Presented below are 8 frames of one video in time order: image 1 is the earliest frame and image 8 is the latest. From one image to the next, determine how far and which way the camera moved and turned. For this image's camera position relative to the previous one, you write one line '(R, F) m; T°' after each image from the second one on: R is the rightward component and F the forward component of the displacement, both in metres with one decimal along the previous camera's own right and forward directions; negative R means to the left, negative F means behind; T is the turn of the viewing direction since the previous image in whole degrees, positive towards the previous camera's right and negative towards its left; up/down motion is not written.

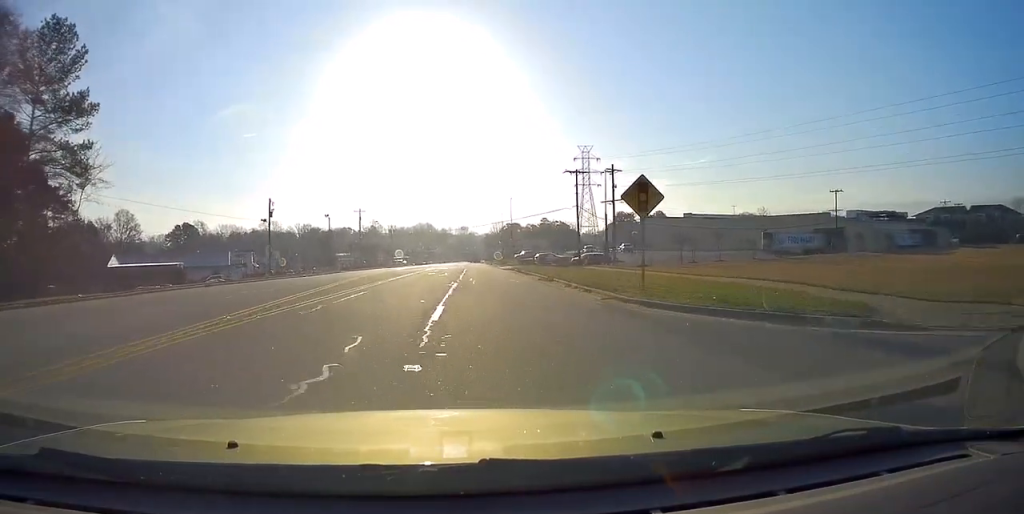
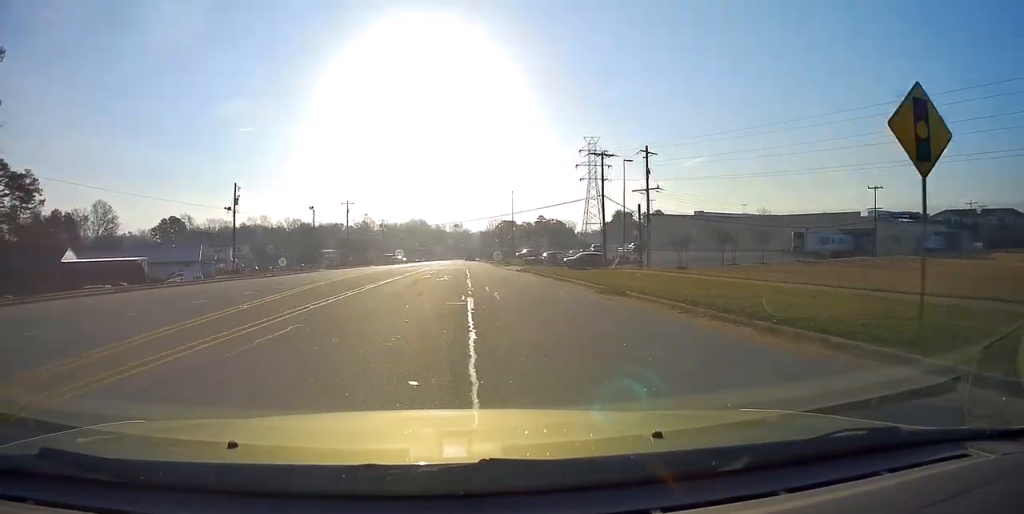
(+0.3, +10.1) m; +1°
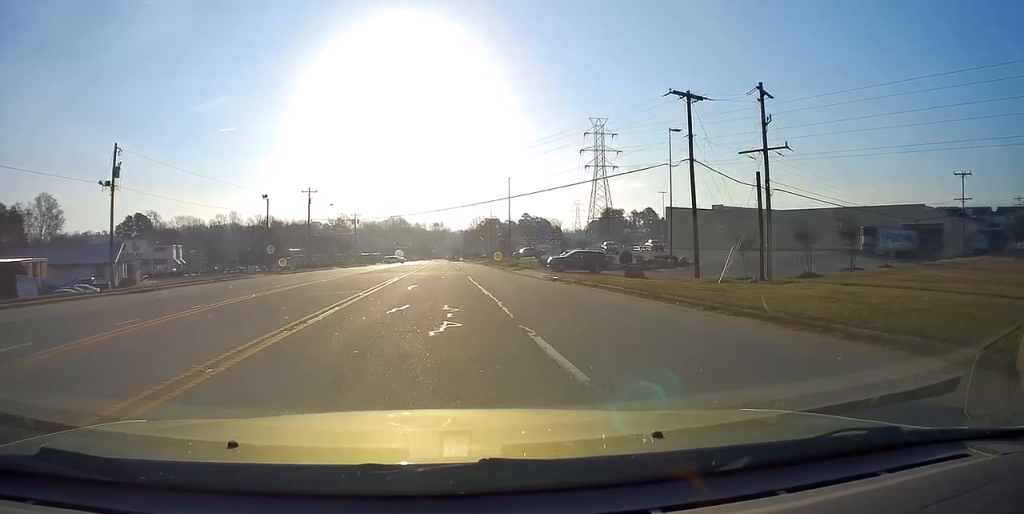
(+0.3, +19.4) m; +1°
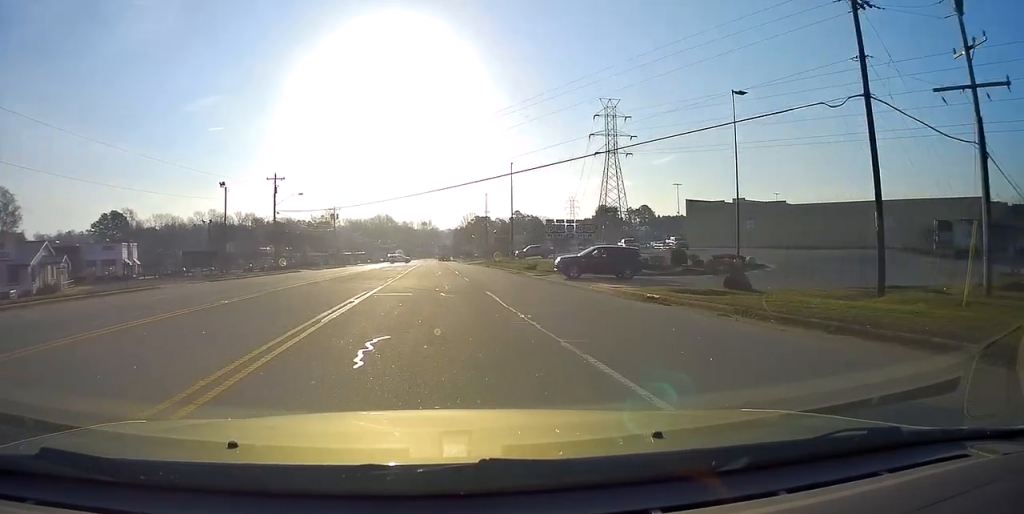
(0.0, +14.2) m; 0°
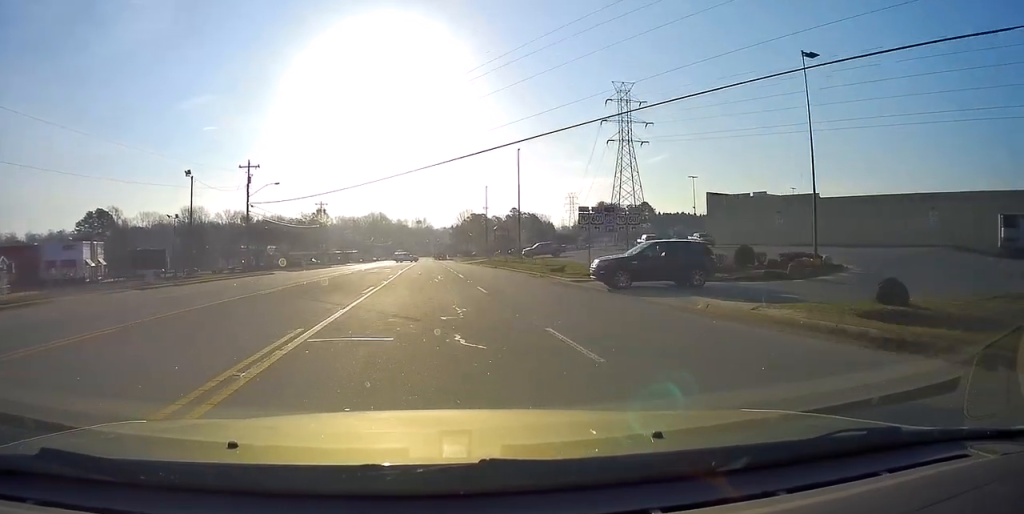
(-0.2, +9.8) m; +1°
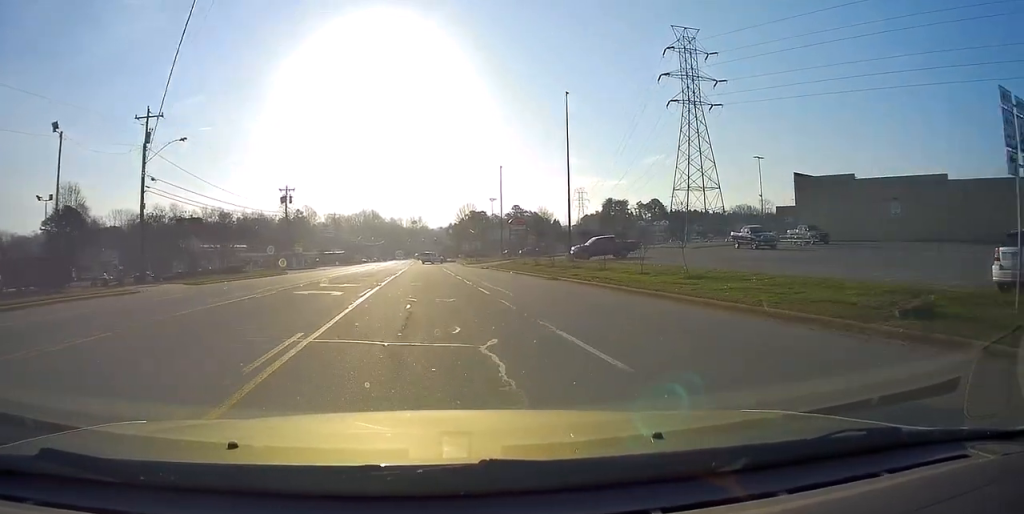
(+0.9, +25.1) m; +2°
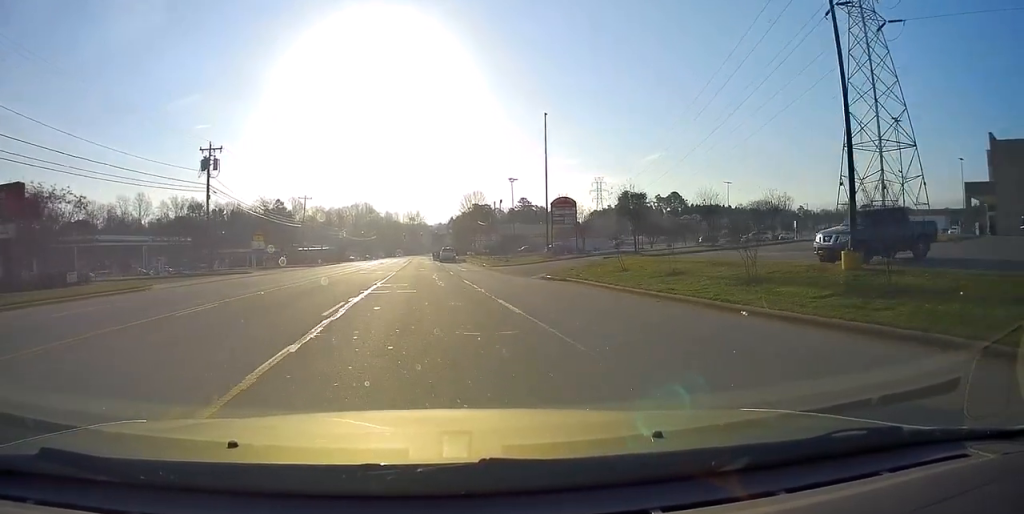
(-0.7, +30.7) m; -2°
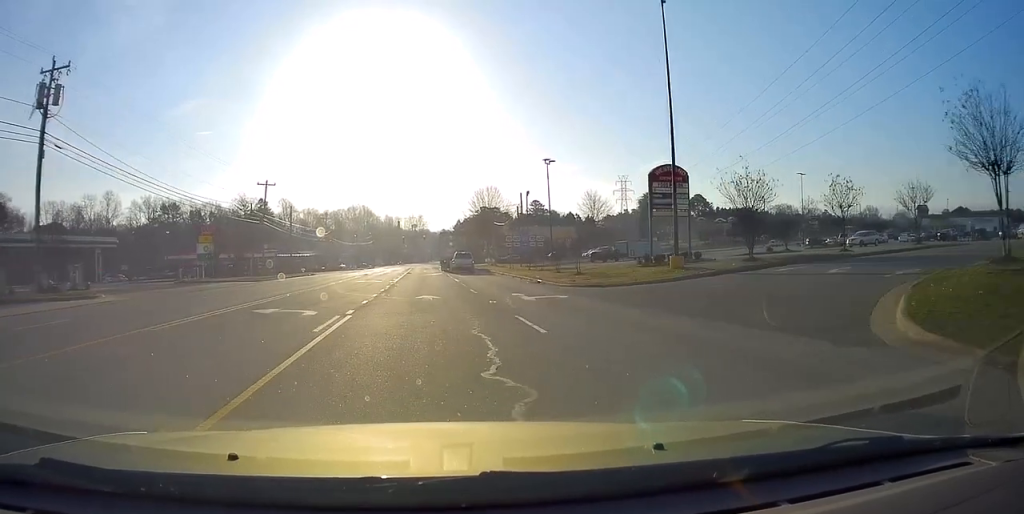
(+0.1, +26.0) m; +1°
